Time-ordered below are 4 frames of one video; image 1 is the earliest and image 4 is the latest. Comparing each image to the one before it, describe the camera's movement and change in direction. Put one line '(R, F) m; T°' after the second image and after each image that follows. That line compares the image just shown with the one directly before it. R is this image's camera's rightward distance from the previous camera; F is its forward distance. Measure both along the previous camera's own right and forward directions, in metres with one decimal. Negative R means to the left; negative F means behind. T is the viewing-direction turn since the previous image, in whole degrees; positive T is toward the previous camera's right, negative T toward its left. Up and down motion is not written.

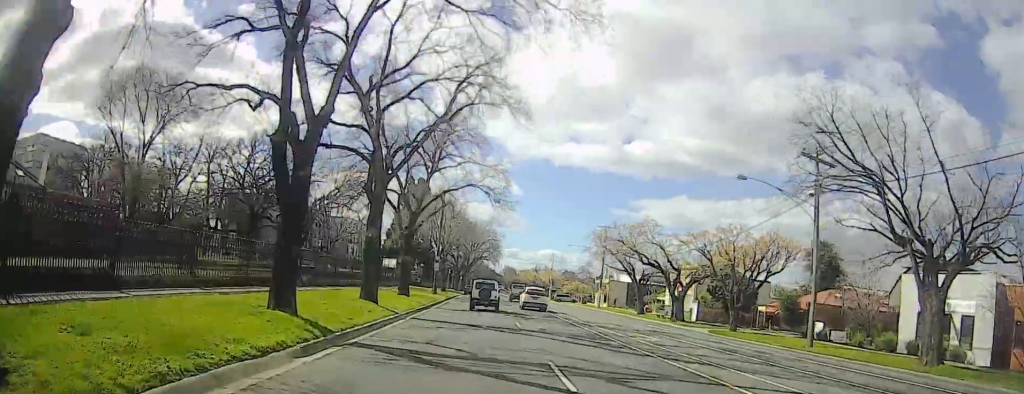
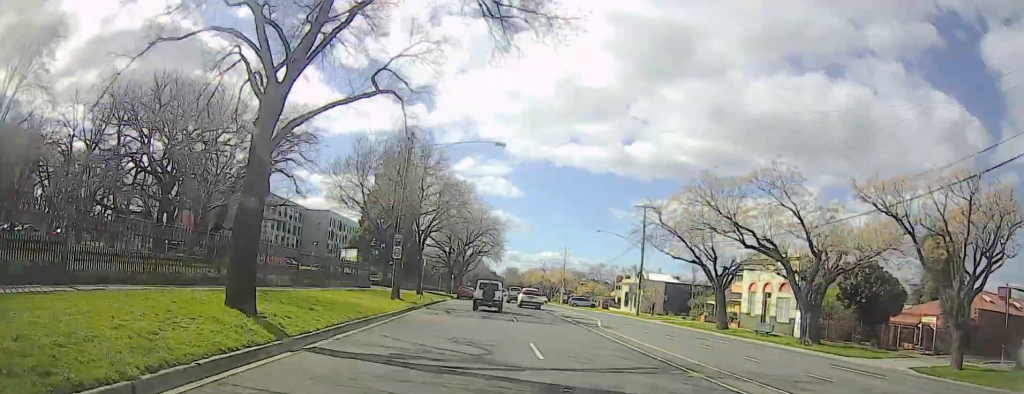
(-0.1, +21.8) m; -1°
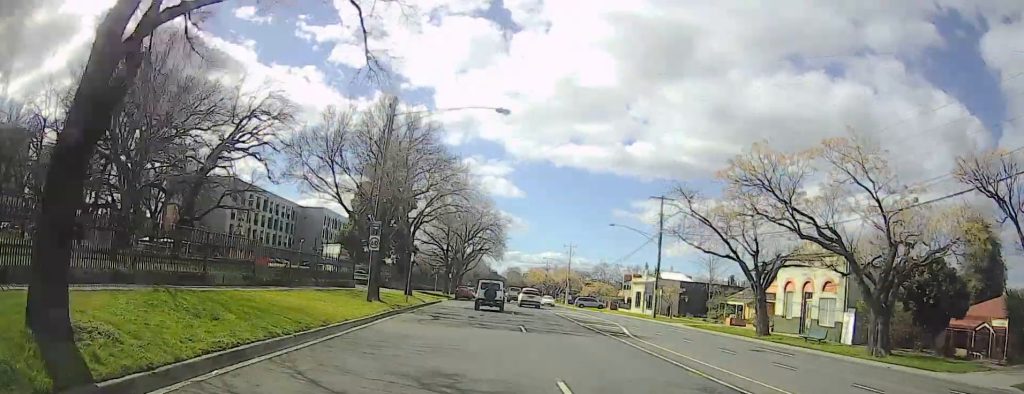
(0.0, +5.6) m; -1°
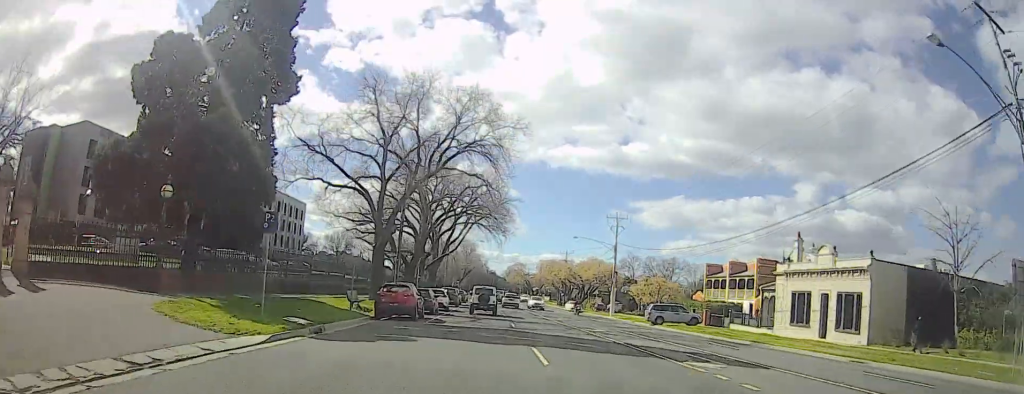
(-0.1, +38.2) m; 0°
